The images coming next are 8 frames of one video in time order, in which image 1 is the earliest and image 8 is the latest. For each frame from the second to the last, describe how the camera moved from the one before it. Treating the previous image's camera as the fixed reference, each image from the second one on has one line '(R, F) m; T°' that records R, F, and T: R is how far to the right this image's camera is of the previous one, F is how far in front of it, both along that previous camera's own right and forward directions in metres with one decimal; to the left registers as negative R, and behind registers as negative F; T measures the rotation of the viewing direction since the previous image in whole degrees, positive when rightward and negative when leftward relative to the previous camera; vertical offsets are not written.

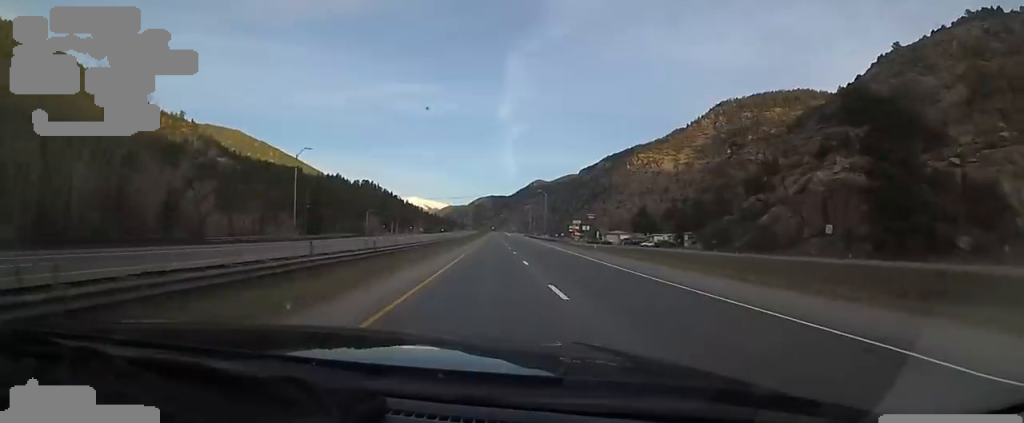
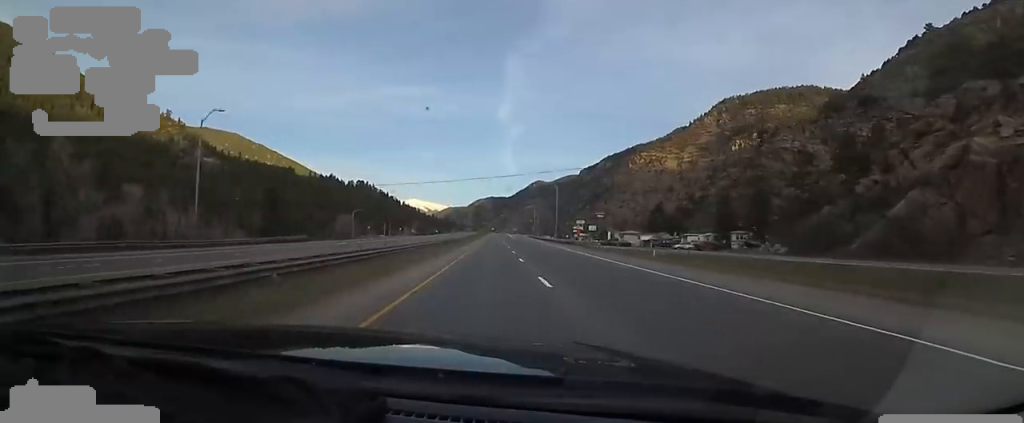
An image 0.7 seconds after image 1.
(+0.2, +22.0) m; -1°
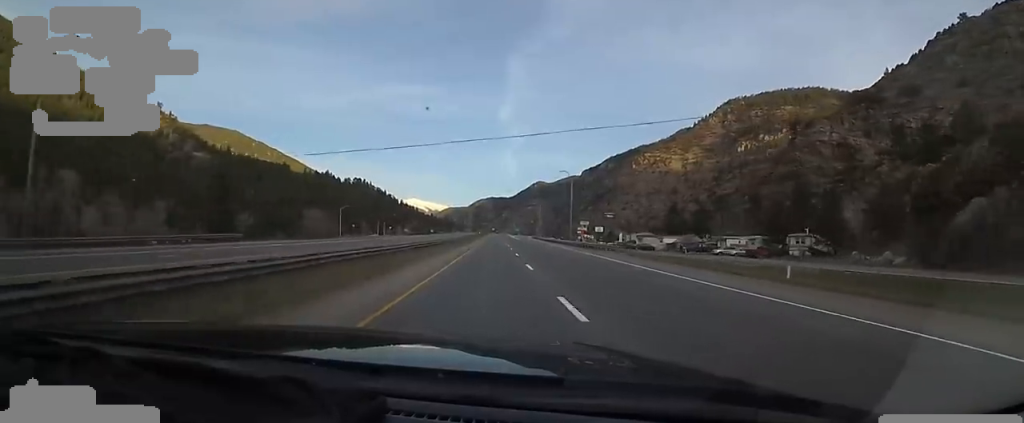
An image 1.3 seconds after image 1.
(+0.3, +17.8) m; -1°
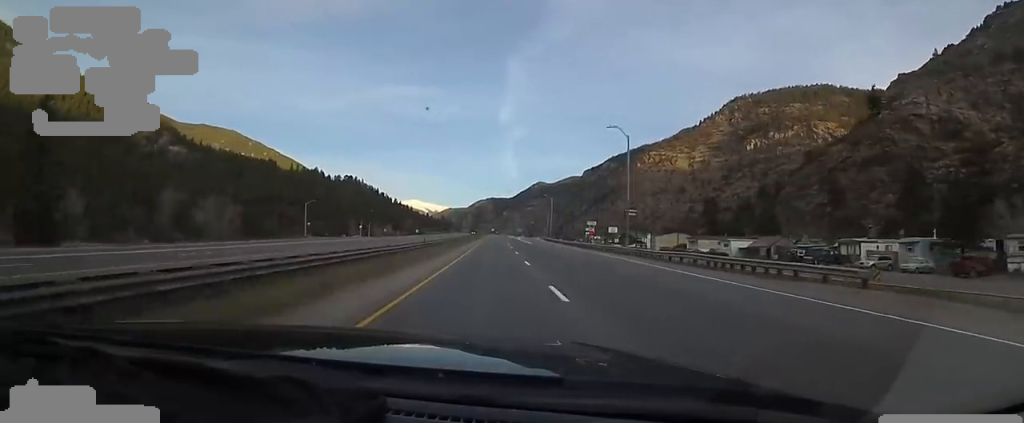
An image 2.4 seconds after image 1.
(-1.2, +34.8) m; 0°
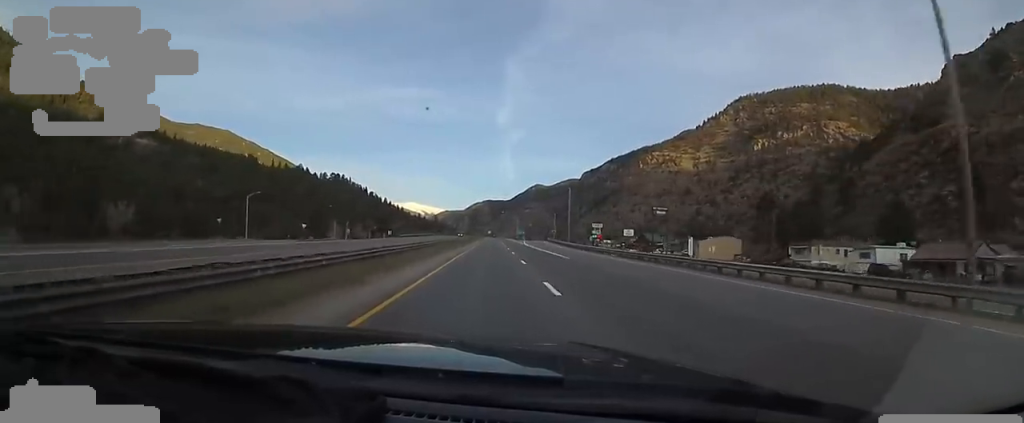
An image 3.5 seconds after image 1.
(+1.5, +35.6) m; +2°
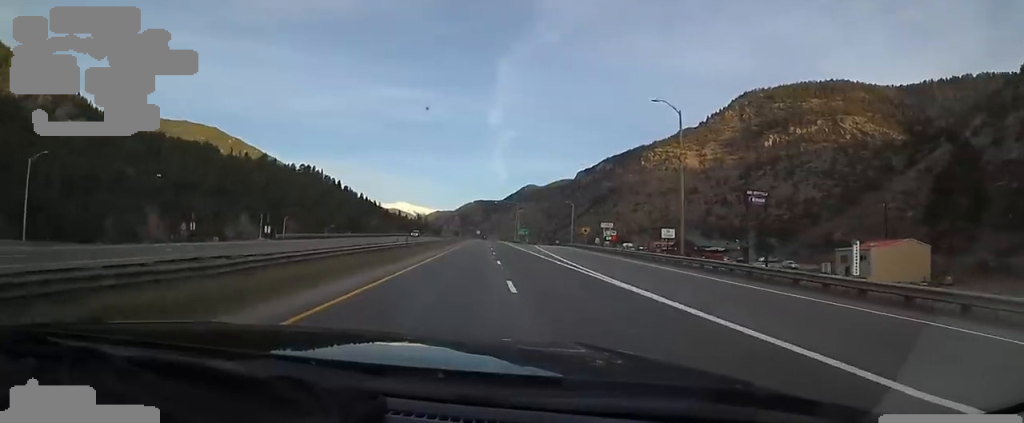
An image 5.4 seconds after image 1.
(-0.7, +60.1) m; -3°
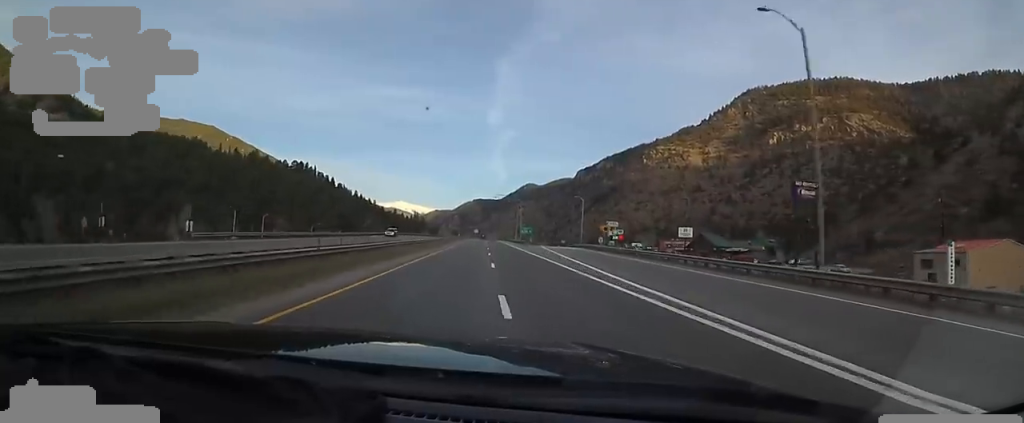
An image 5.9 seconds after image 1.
(-0.8, +15.5) m; 0°
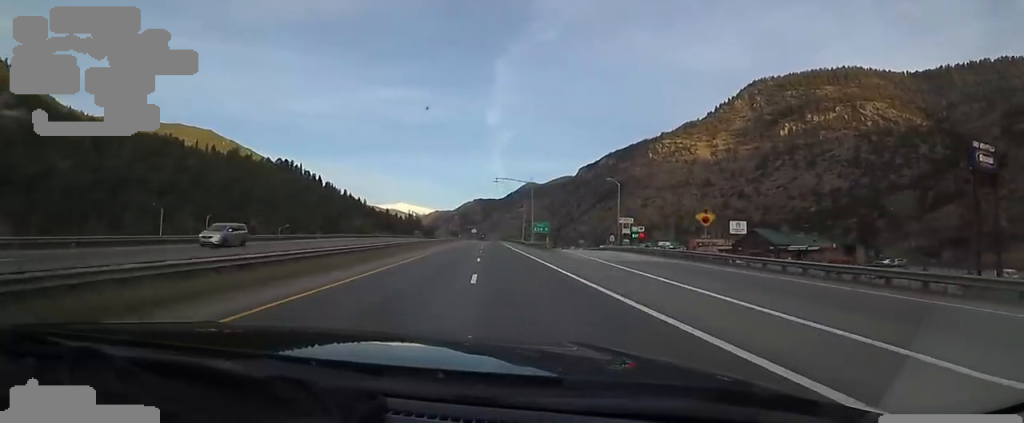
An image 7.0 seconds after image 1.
(+0.7, +31.9) m; +2°
